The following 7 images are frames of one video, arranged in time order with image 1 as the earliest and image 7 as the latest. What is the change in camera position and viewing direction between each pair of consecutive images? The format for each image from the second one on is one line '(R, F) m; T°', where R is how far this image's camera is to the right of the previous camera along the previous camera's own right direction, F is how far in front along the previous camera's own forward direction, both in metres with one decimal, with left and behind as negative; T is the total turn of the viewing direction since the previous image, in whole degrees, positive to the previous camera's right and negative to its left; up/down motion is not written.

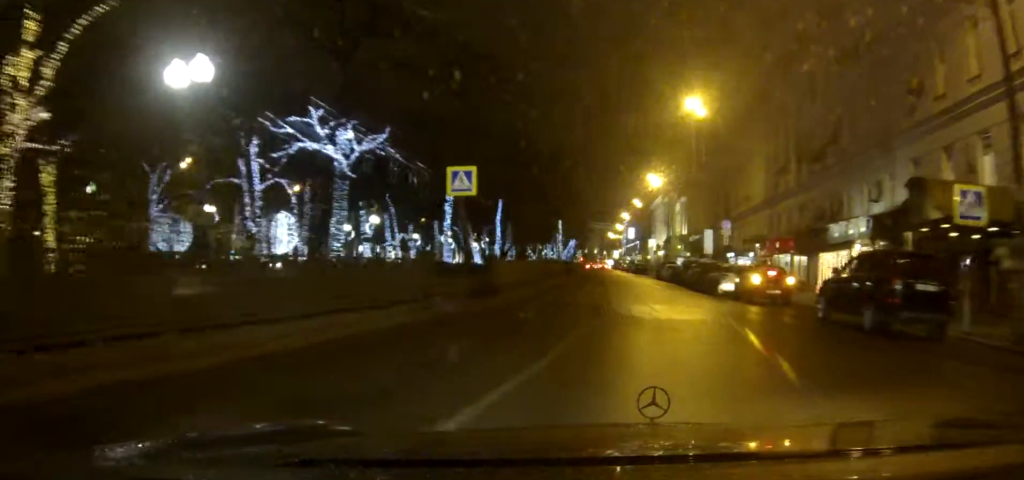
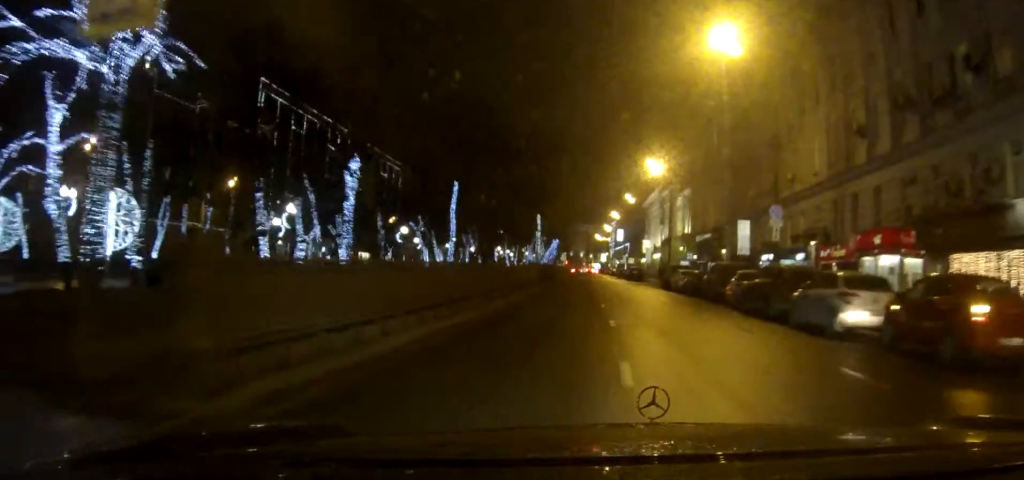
(+0.1, +16.6) m; +1°
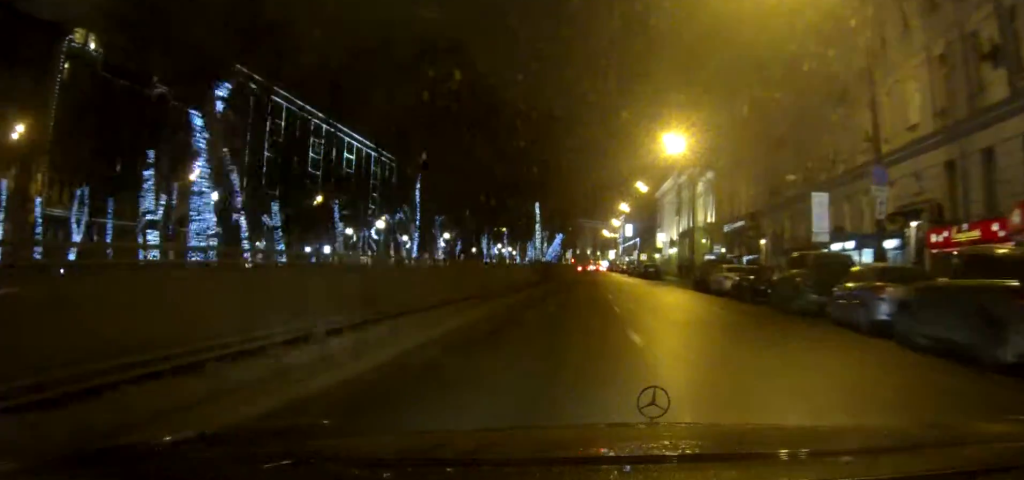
(+0.1, +12.3) m; +1°
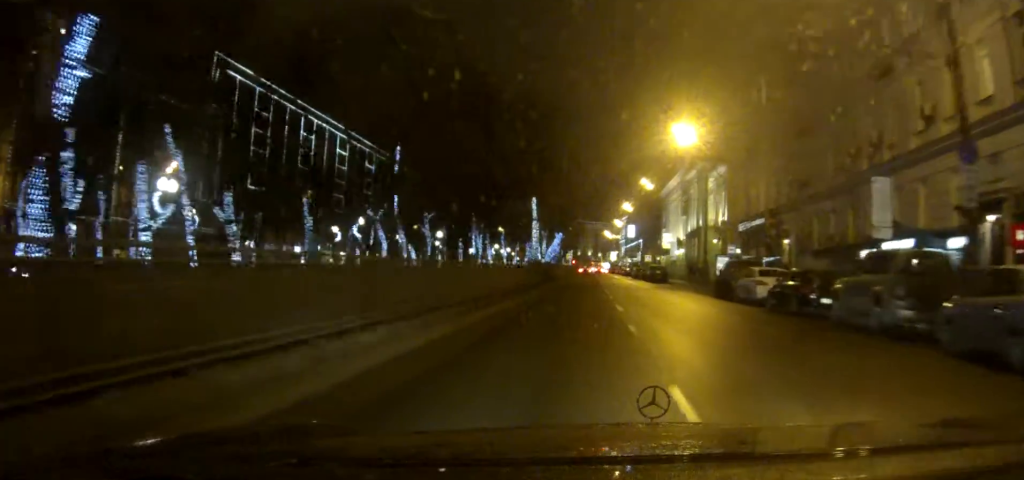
(0.0, +5.9) m; 0°
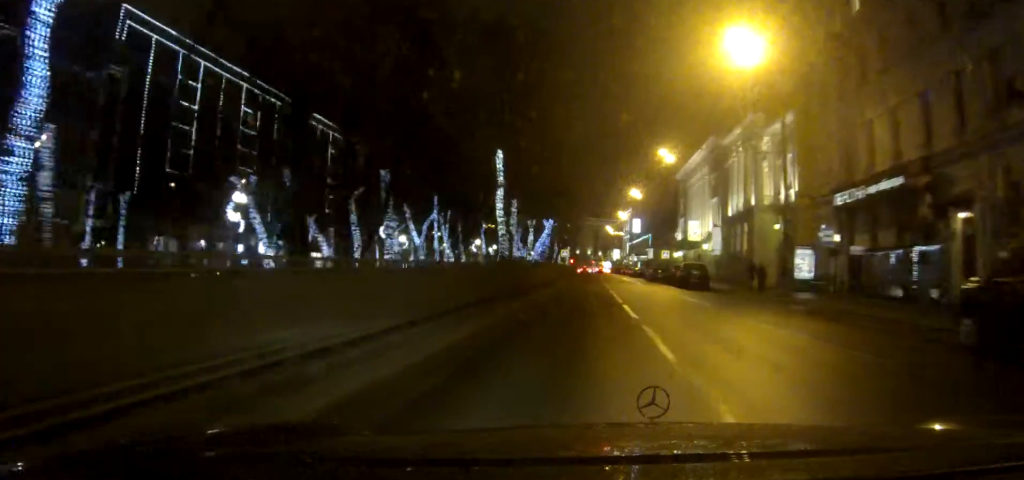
(-0.1, +23.5) m; 0°
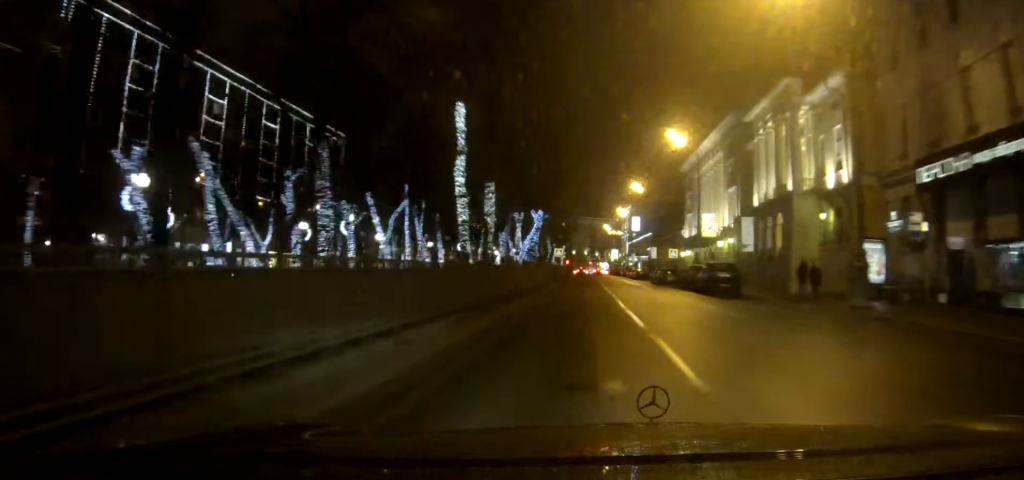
(0.0, +10.3) m; 0°
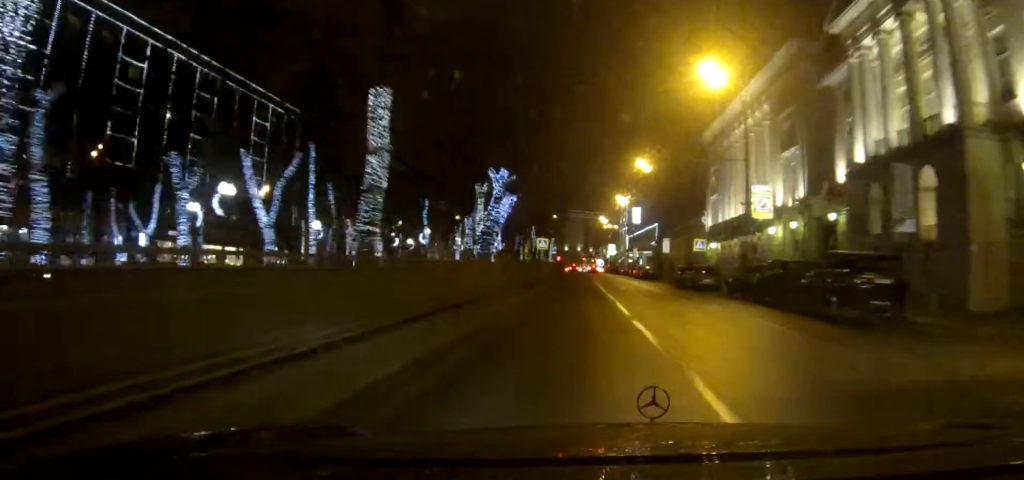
(-0.1, +20.3) m; +1°
